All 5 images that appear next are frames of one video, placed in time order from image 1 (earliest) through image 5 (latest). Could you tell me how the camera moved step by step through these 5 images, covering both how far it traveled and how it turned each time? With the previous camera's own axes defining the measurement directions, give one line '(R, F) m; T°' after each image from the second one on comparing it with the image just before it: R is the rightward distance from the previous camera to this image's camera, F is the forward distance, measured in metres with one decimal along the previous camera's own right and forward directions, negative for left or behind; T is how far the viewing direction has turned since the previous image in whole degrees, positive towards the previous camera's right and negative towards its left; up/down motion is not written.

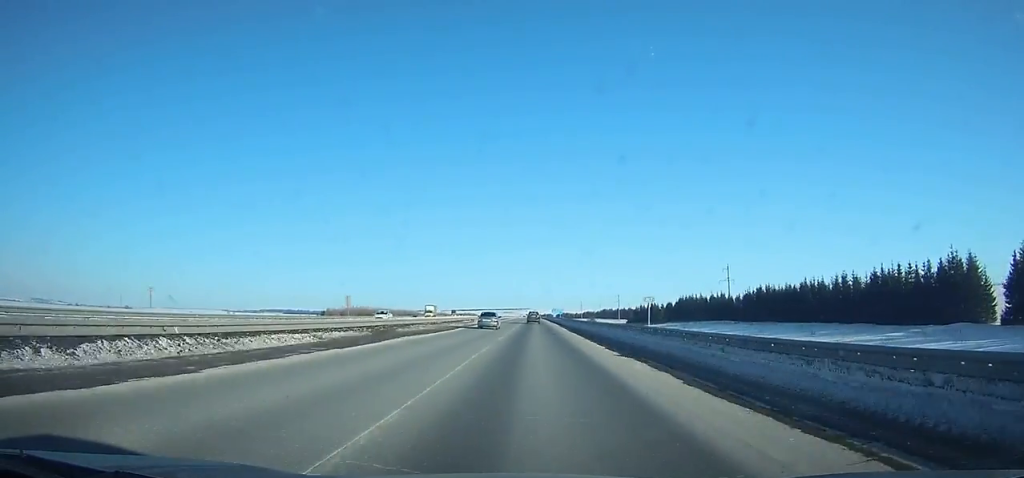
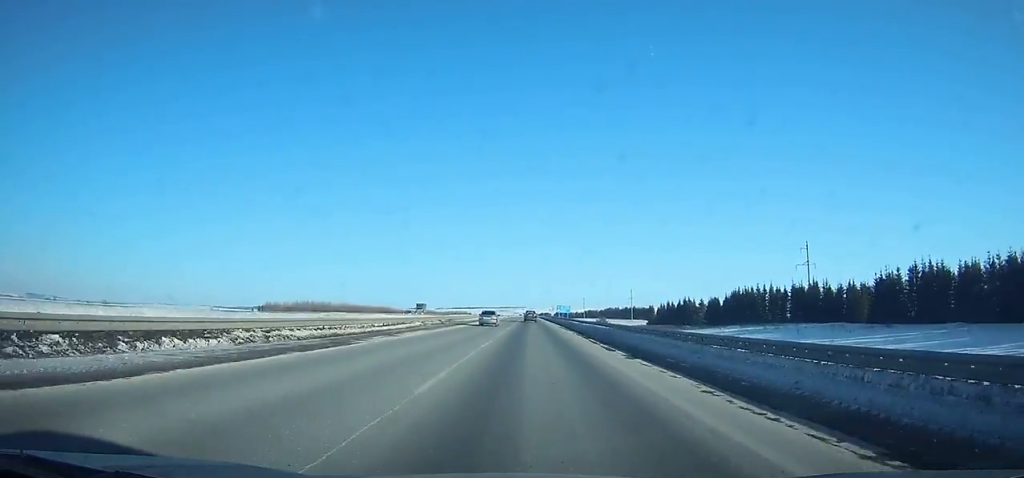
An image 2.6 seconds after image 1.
(0.0, +66.8) m; 0°
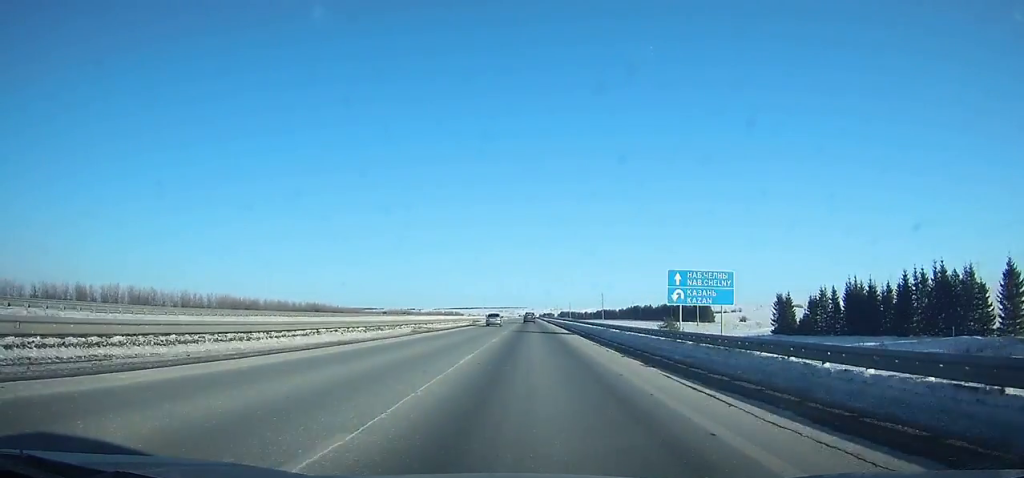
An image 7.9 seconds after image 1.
(-0.1, +138.2) m; 0°
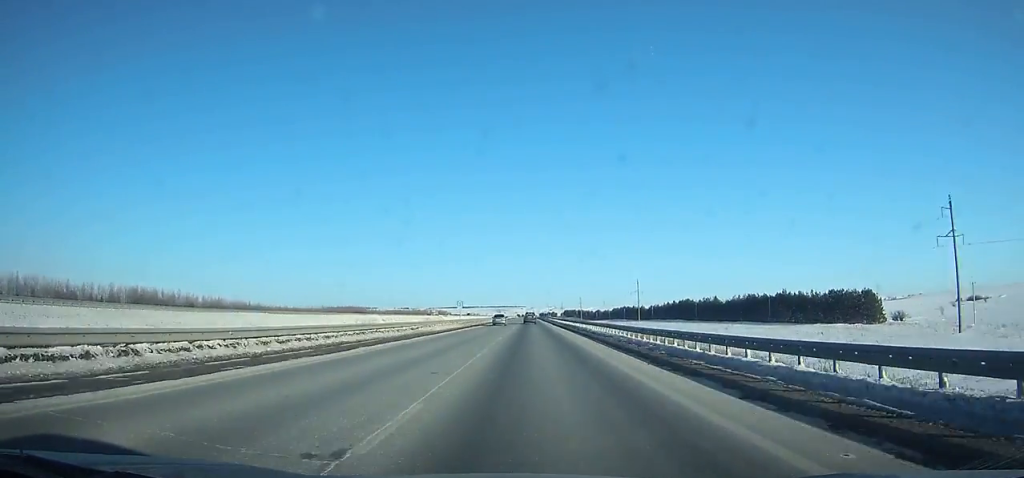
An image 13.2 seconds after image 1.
(0.0, +140.2) m; 0°
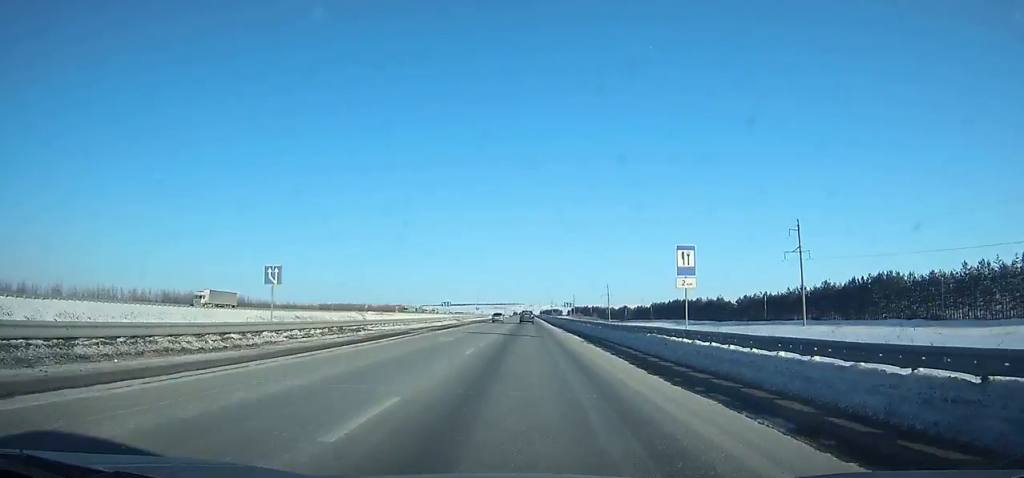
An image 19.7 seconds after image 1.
(-0.1, +170.3) m; 0°
